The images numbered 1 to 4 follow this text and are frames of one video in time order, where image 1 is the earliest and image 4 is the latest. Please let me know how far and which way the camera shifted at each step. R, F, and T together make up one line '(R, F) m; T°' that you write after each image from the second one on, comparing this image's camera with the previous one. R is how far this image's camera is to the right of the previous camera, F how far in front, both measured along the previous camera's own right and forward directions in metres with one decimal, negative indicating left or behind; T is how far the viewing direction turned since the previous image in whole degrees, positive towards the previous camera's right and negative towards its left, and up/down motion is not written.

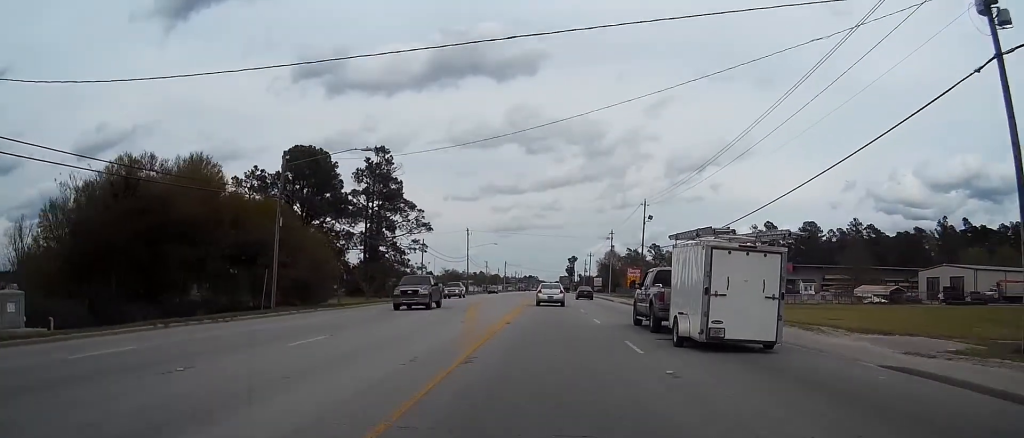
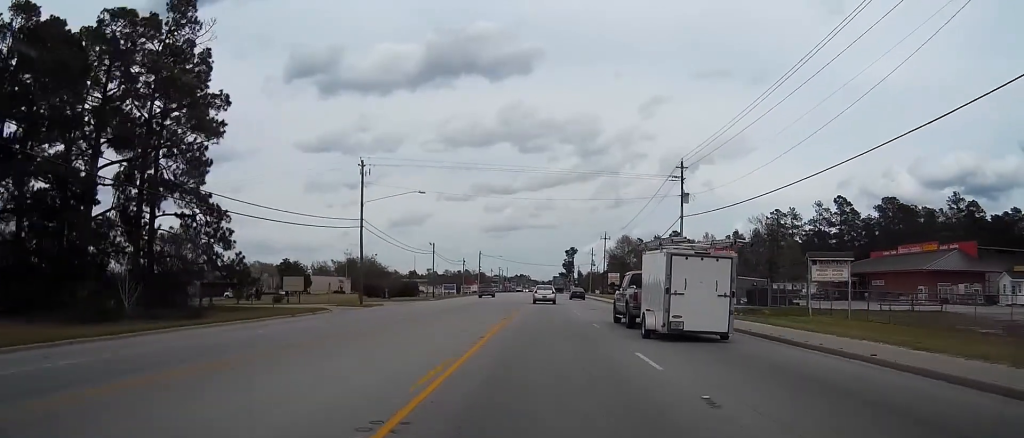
(+0.7, +75.3) m; +1°
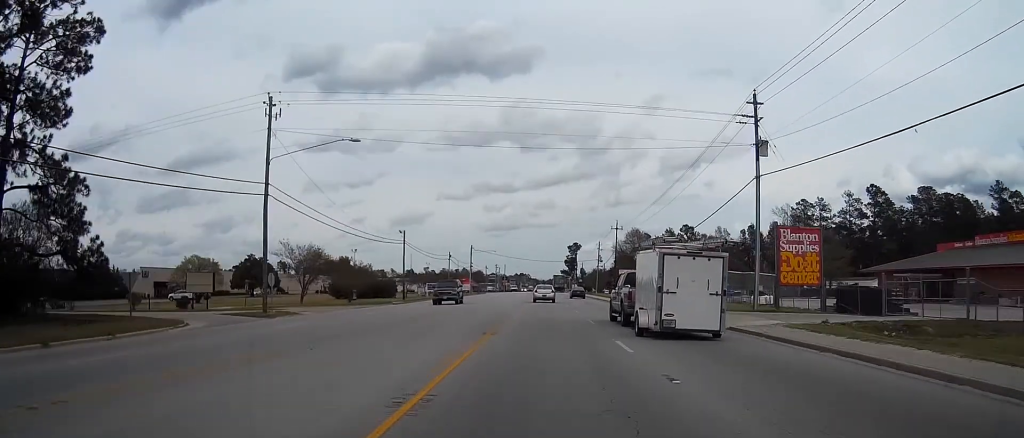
(0.0, +21.8) m; 0°
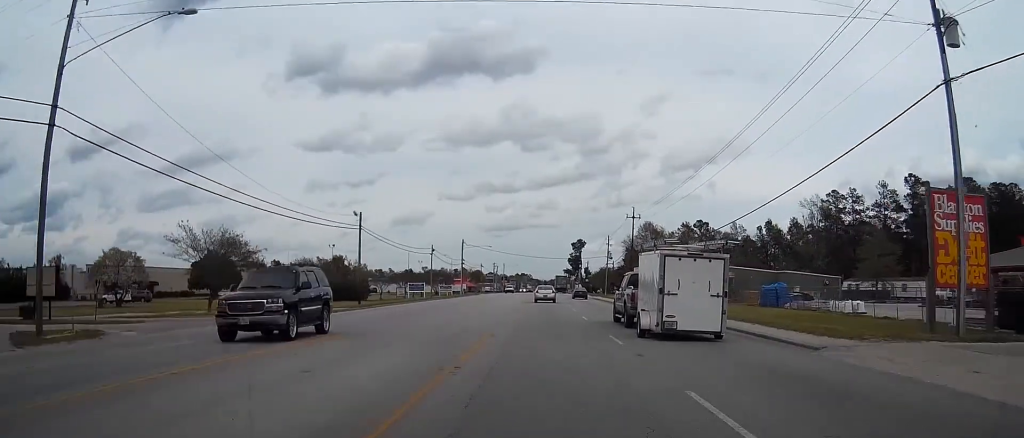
(0.0, +20.0) m; 0°
